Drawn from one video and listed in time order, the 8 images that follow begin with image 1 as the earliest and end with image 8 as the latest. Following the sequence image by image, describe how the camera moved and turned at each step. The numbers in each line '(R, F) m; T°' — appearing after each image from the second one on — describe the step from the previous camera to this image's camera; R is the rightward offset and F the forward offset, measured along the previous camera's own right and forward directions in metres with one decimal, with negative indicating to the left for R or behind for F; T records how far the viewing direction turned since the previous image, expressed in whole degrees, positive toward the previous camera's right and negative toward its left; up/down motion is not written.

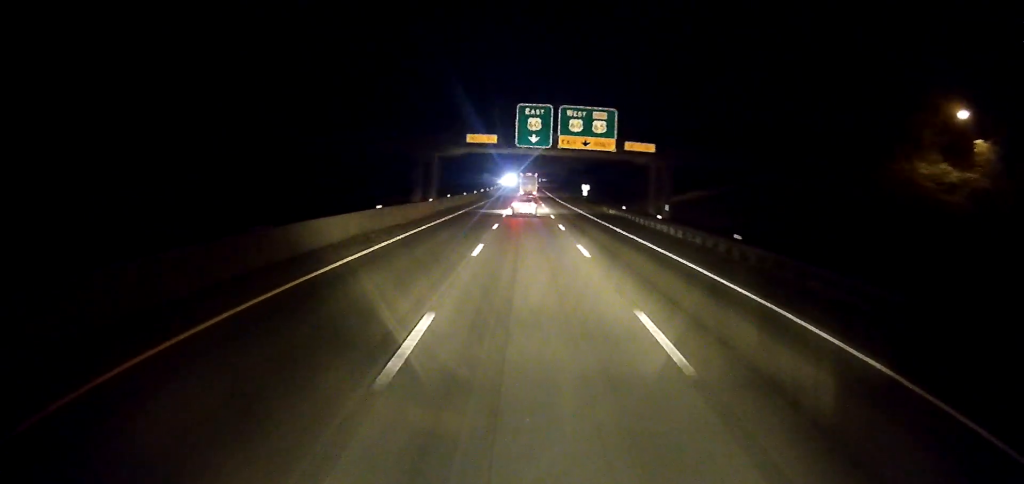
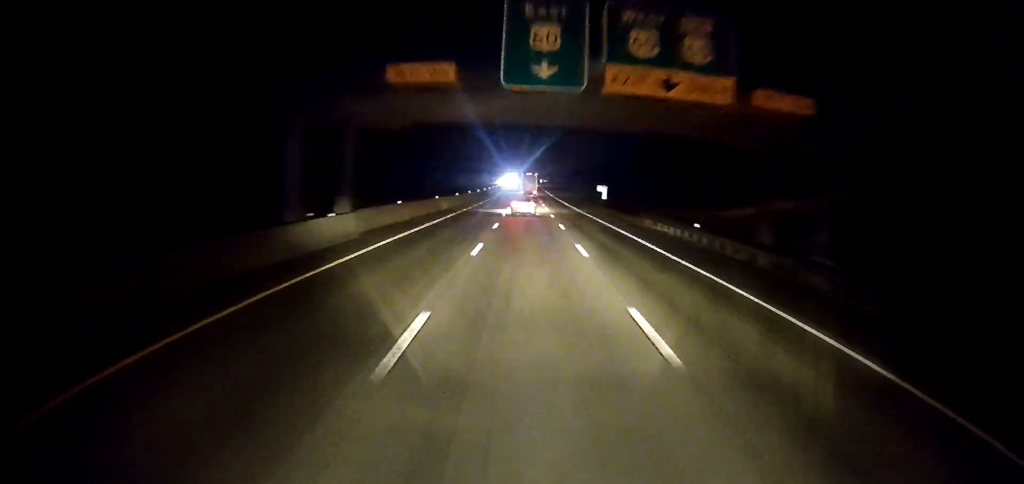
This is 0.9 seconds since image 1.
(-0.2, +24.2) m; 0°
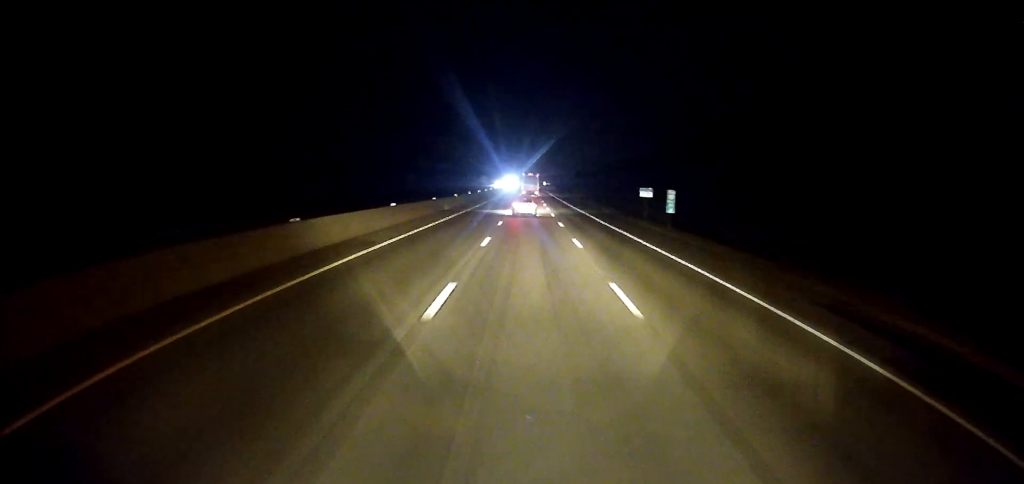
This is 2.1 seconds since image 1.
(0.0, +33.3) m; 0°
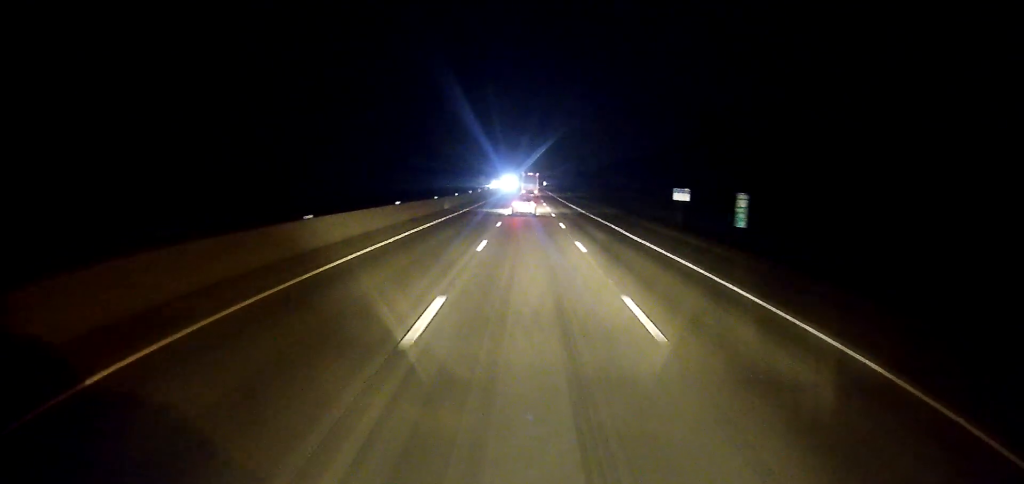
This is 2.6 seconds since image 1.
(0.0, +13.9) m; 0°
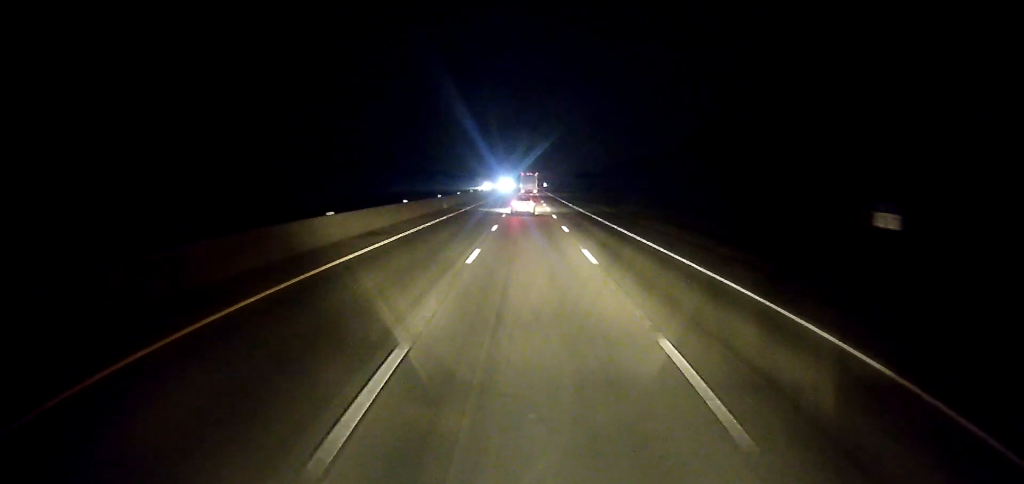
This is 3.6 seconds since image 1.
(0.0, +27.8) m; 0°
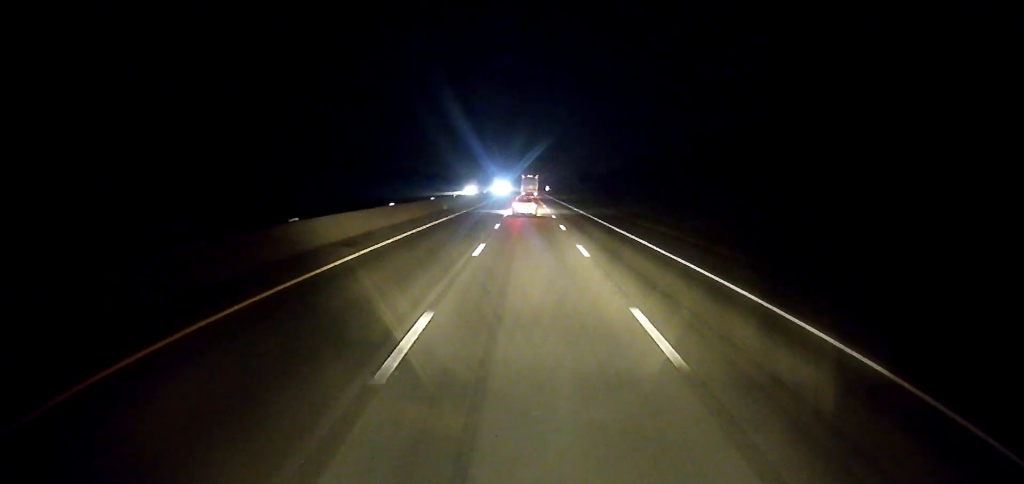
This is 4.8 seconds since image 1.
(+0.5, +34.3) m; +1°
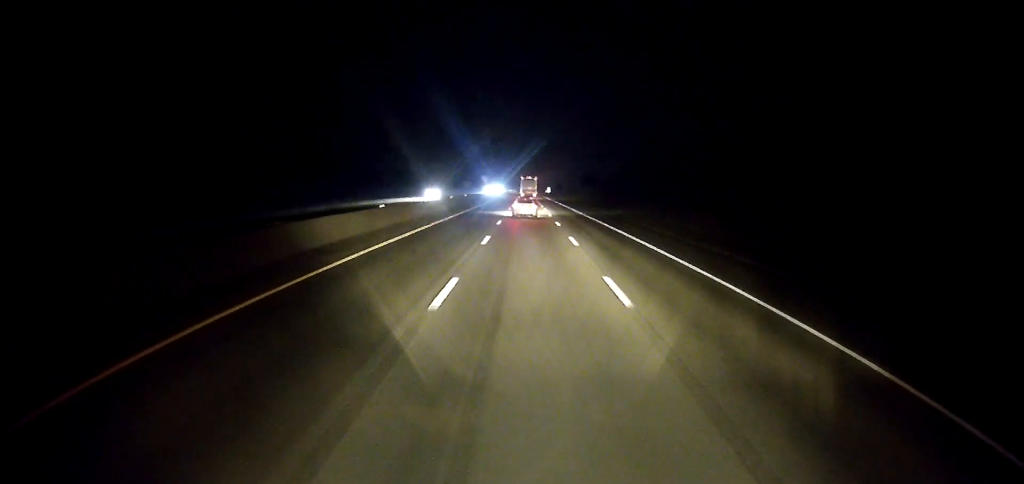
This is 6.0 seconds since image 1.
(0.0, +32.1) m; -1°
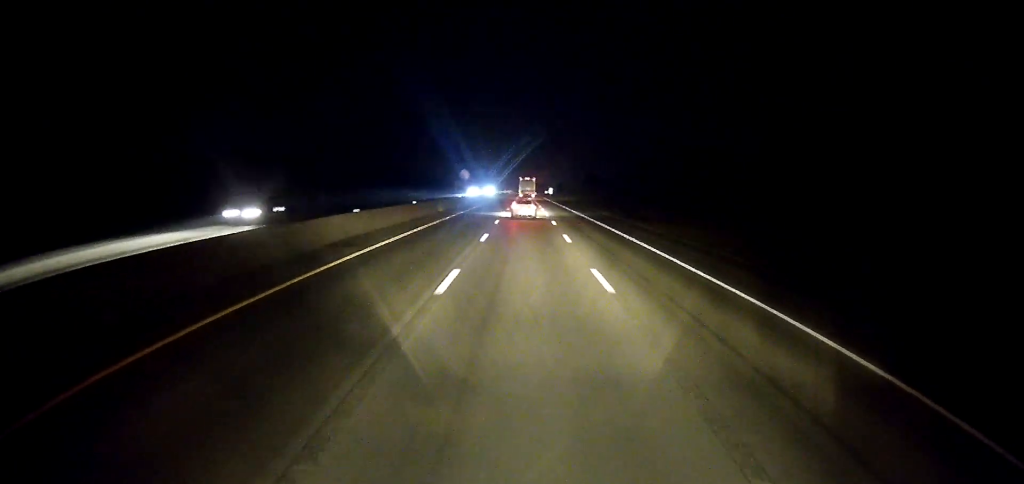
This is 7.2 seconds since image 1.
(-0.3, +34.3) m; -1°
